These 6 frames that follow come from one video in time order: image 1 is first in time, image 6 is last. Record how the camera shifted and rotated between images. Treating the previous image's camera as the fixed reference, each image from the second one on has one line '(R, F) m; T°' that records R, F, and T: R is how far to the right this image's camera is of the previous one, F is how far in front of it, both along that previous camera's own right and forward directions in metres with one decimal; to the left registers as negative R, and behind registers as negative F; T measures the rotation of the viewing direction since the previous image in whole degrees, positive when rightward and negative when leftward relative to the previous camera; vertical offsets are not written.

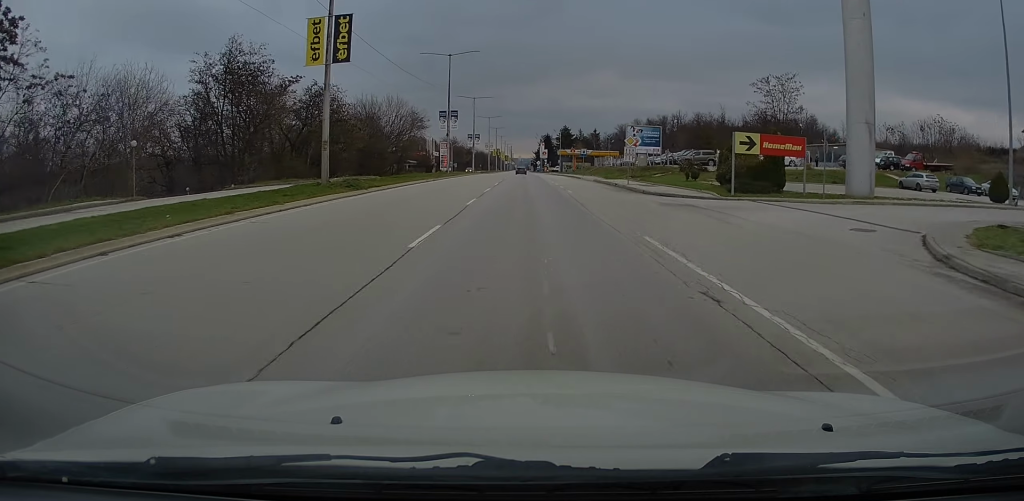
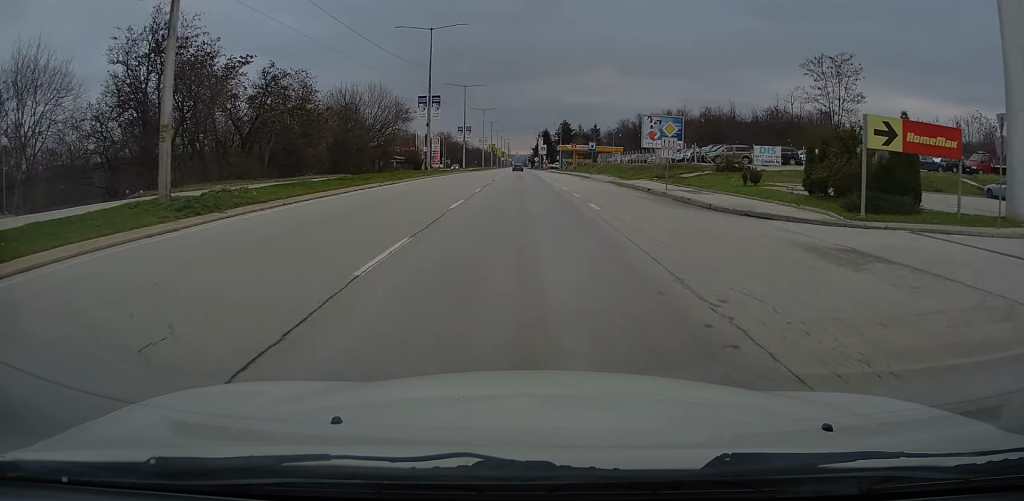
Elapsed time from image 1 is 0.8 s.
(0.0, +11.8) m; 0°
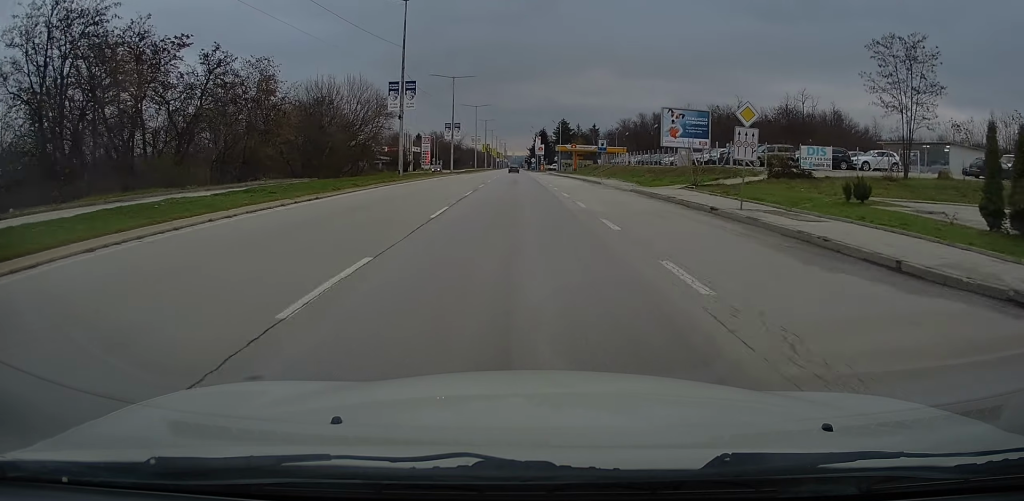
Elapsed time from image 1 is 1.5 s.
(0.0, +10.8) m; 0°
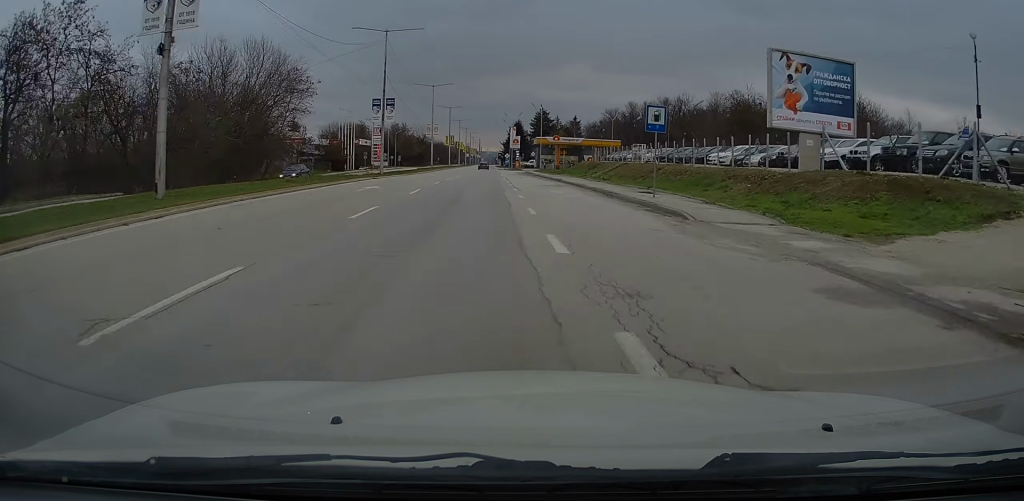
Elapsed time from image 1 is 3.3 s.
(+0.2, +27.9) m; +1°
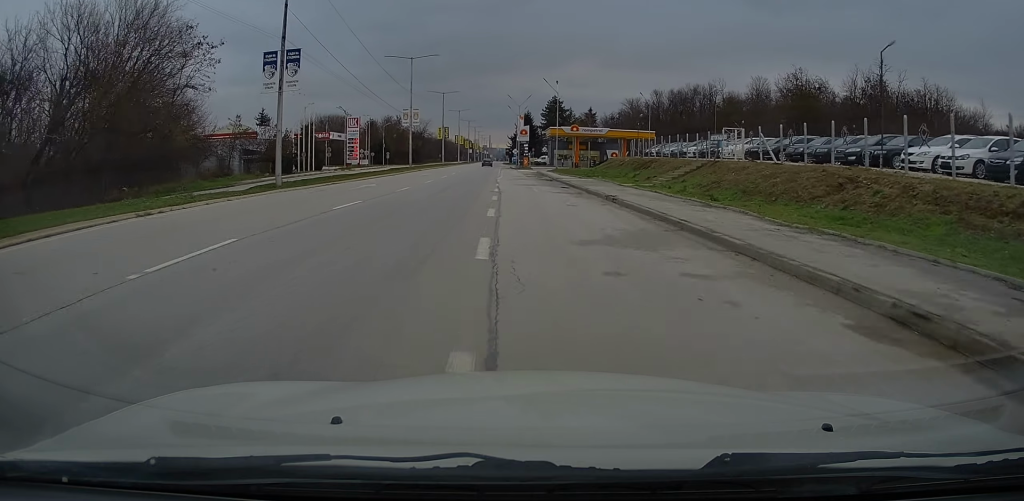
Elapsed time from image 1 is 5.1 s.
(+0.2, +24.7) m; 0°
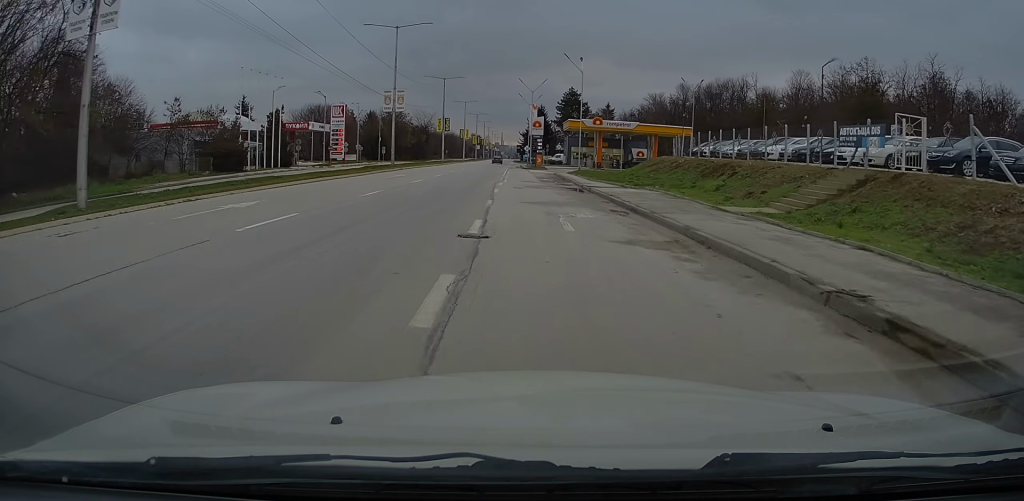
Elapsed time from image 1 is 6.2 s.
(-0.2, +15.6) m; -1°
